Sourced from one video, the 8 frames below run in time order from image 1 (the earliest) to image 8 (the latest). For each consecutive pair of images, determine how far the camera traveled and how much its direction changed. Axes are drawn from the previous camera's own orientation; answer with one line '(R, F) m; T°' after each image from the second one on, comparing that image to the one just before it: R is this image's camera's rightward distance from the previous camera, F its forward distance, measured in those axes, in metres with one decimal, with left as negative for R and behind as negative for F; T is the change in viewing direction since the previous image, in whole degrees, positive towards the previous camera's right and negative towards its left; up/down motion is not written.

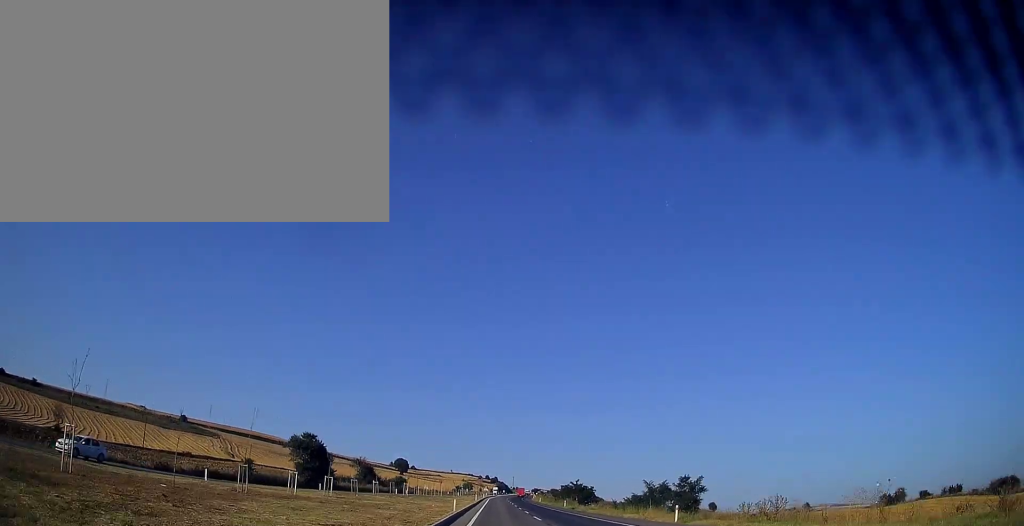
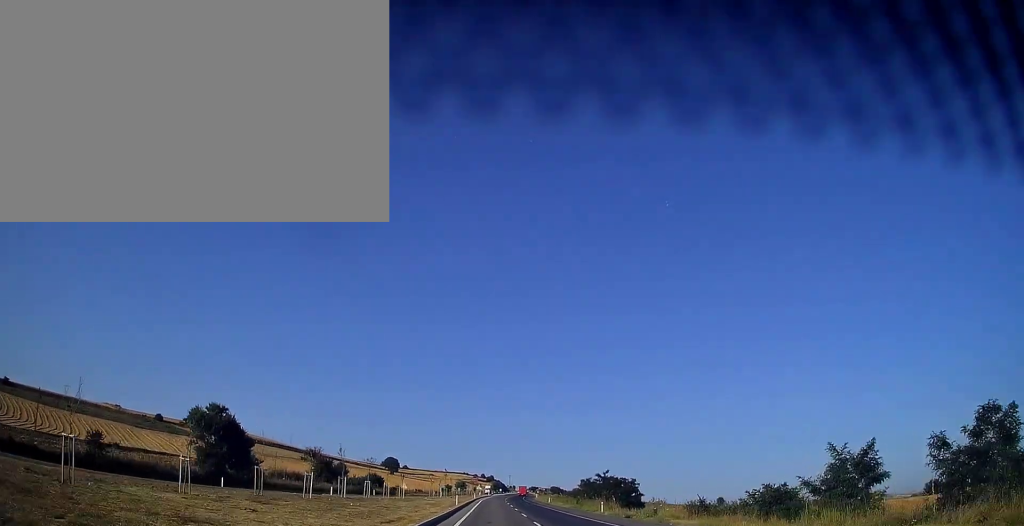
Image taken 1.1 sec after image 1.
(0.0, +32.3) m; 0°
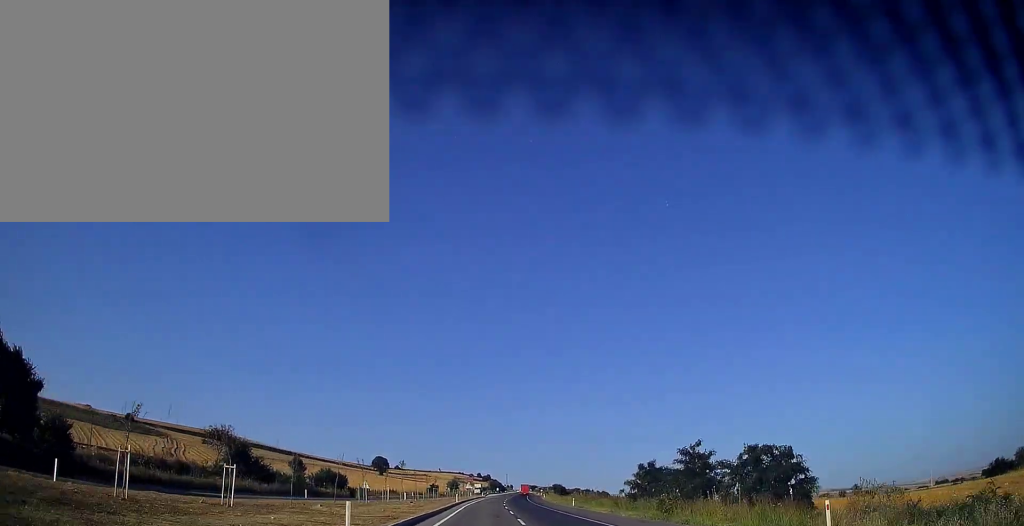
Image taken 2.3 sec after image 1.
(0.0, +35.2) m; 0°
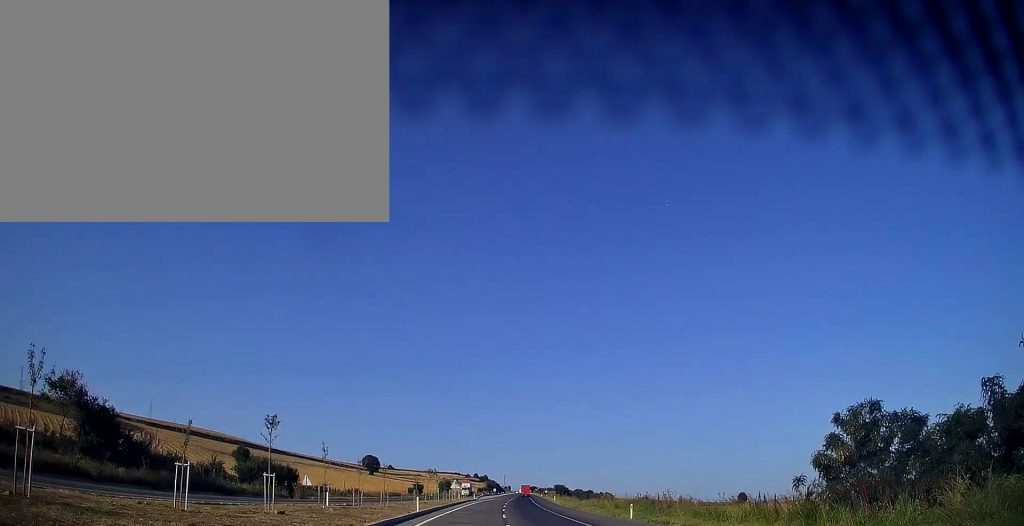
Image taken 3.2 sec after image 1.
(0.0, +27.4) m; 0°
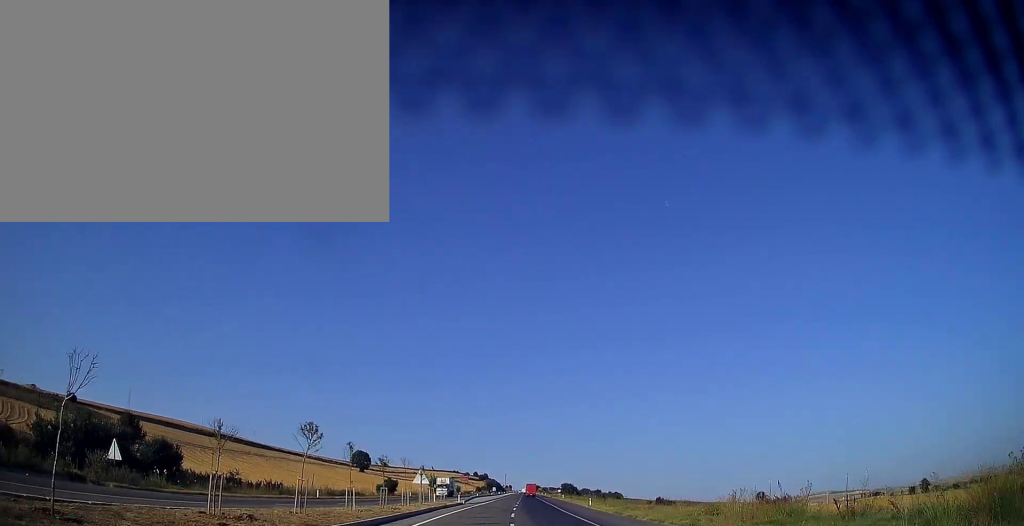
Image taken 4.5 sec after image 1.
(-0.1, +37.3) m; 0°
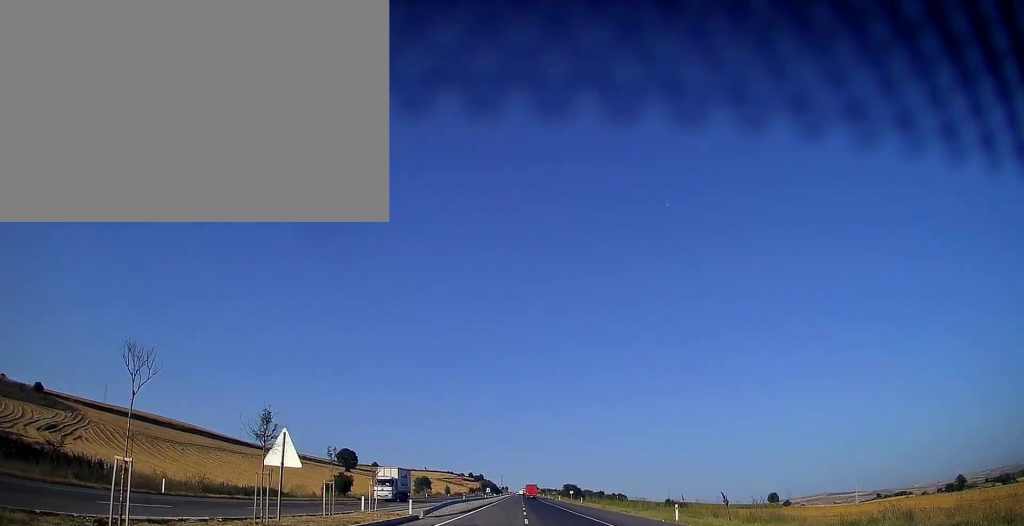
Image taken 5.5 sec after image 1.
(-0.1, +29.4) m; +1°
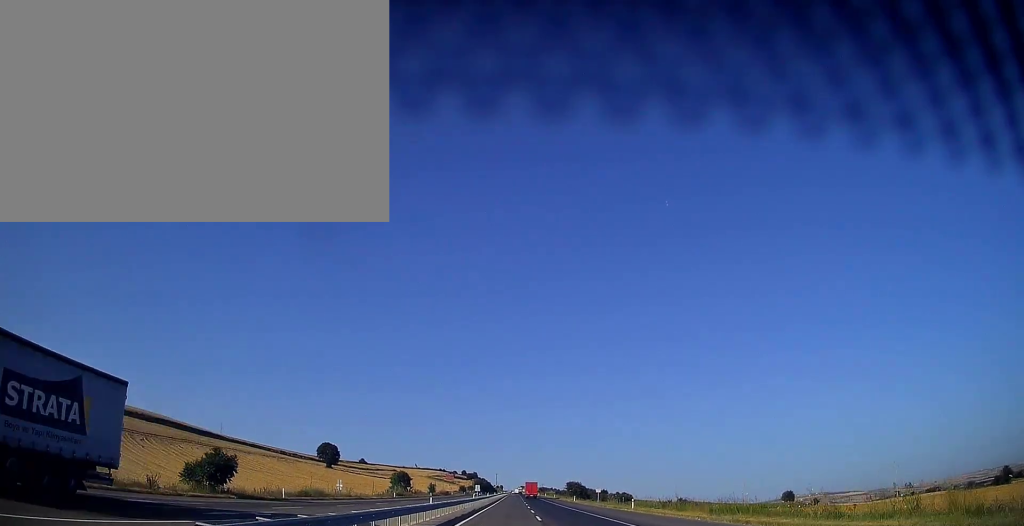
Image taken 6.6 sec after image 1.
(+0.4, +33.3) m; +1°
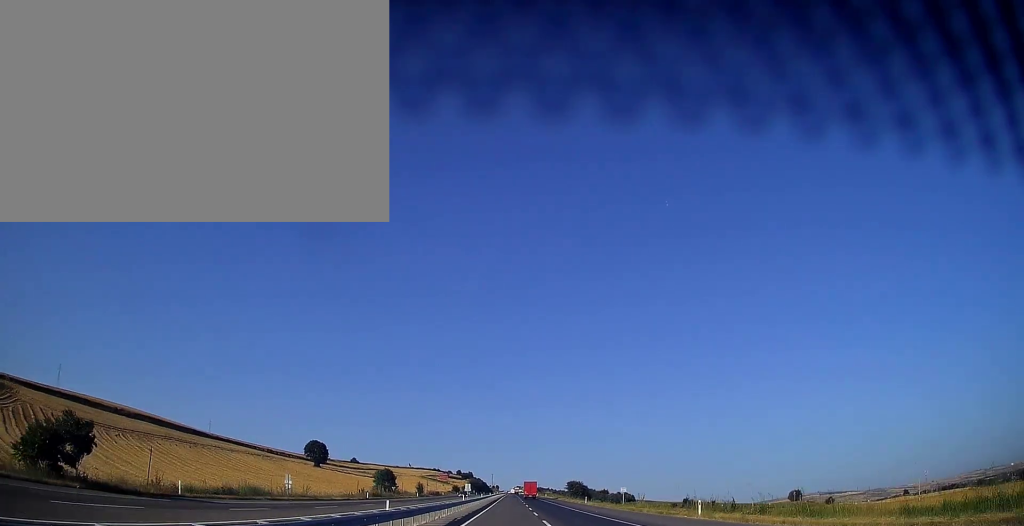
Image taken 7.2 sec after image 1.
(0.0, +15.6) m; 0°
